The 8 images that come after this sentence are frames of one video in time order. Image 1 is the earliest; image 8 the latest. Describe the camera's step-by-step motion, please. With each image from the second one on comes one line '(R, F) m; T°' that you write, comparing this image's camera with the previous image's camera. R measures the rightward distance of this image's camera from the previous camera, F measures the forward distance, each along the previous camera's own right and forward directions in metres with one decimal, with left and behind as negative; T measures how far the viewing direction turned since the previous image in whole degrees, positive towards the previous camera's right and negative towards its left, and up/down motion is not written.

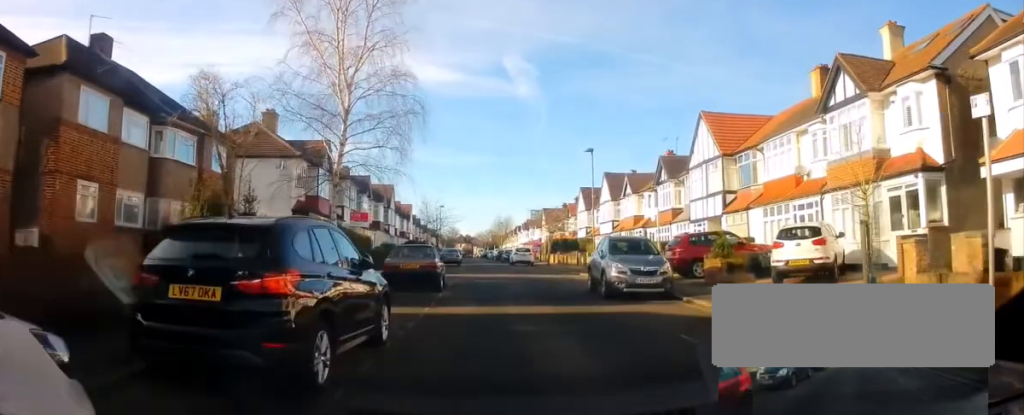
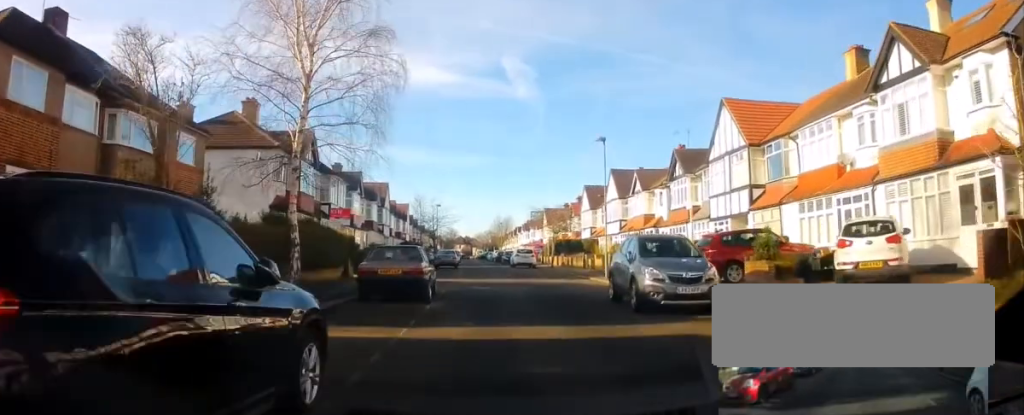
(-0.1, +3.5) m; +3°
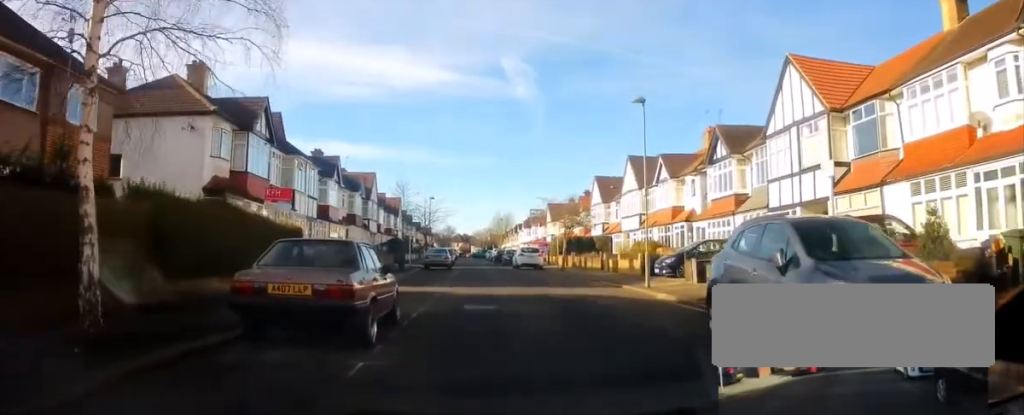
(+0.3, +7.3) m; +1°
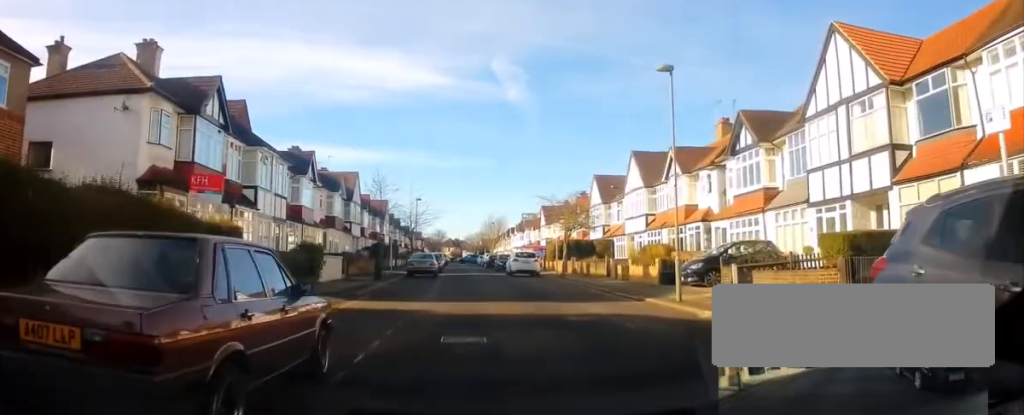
(-0.1, +4.1) m; 0°
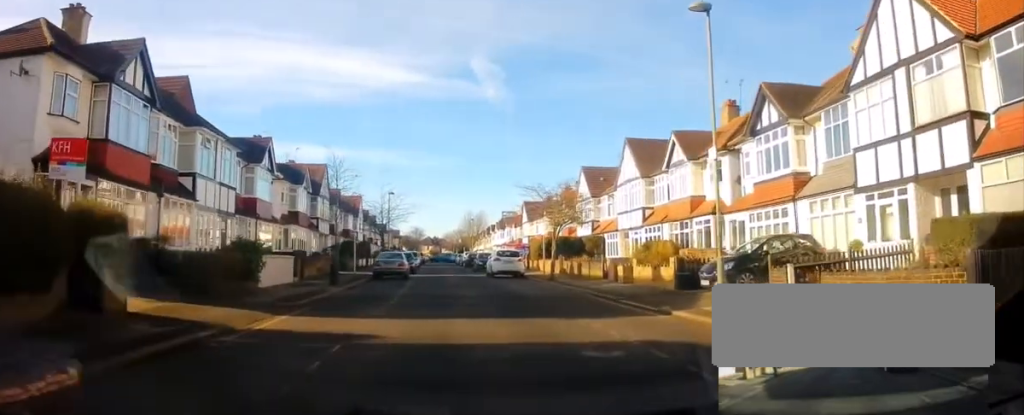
(+0.2, +4.3) m; +1°
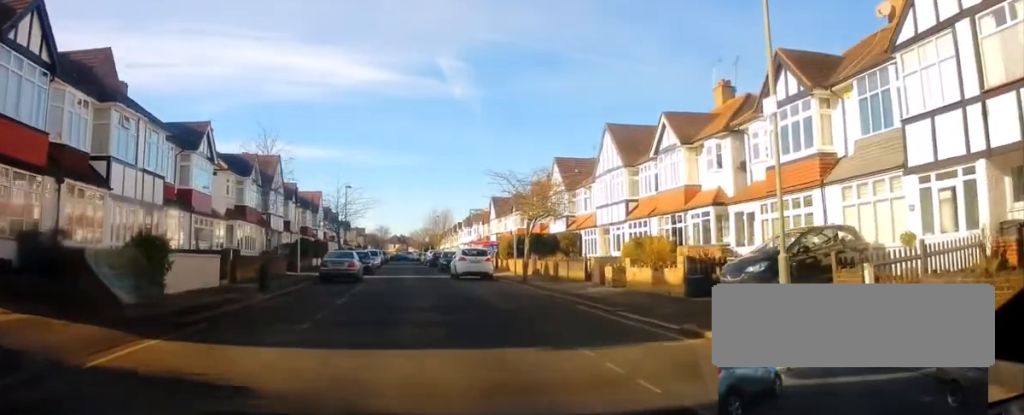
(-0.2, +4.0) m; +3°
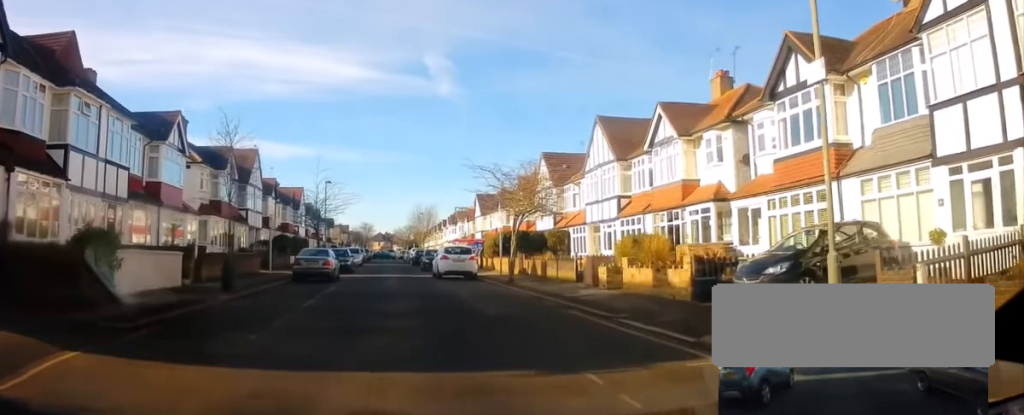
(+0.2, +1.8) m; +4°
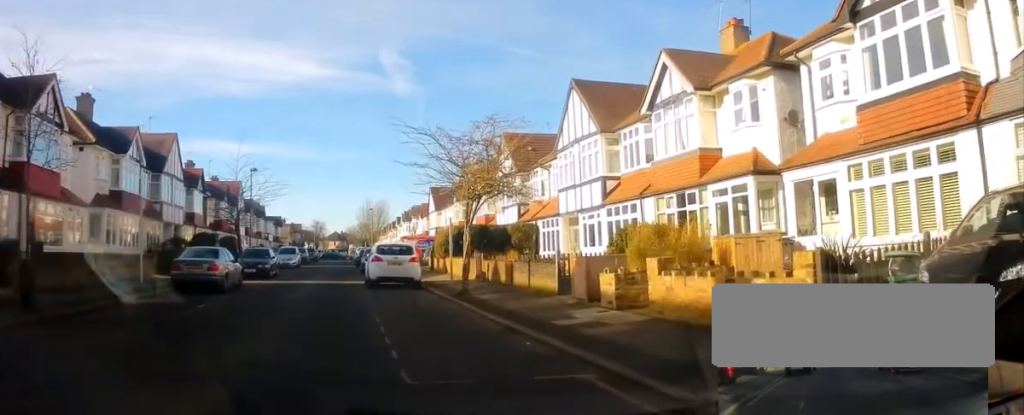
(-0.3, +7.2) m; -4°
